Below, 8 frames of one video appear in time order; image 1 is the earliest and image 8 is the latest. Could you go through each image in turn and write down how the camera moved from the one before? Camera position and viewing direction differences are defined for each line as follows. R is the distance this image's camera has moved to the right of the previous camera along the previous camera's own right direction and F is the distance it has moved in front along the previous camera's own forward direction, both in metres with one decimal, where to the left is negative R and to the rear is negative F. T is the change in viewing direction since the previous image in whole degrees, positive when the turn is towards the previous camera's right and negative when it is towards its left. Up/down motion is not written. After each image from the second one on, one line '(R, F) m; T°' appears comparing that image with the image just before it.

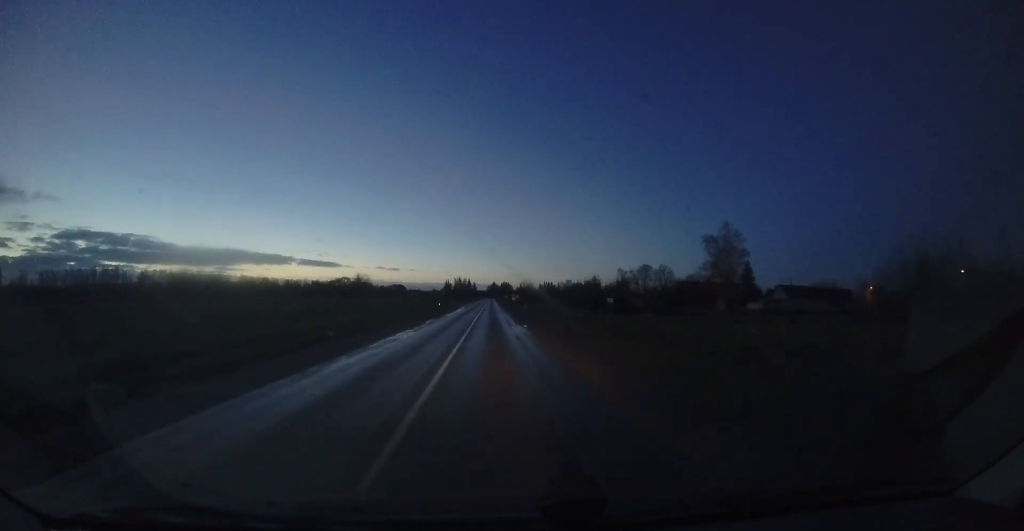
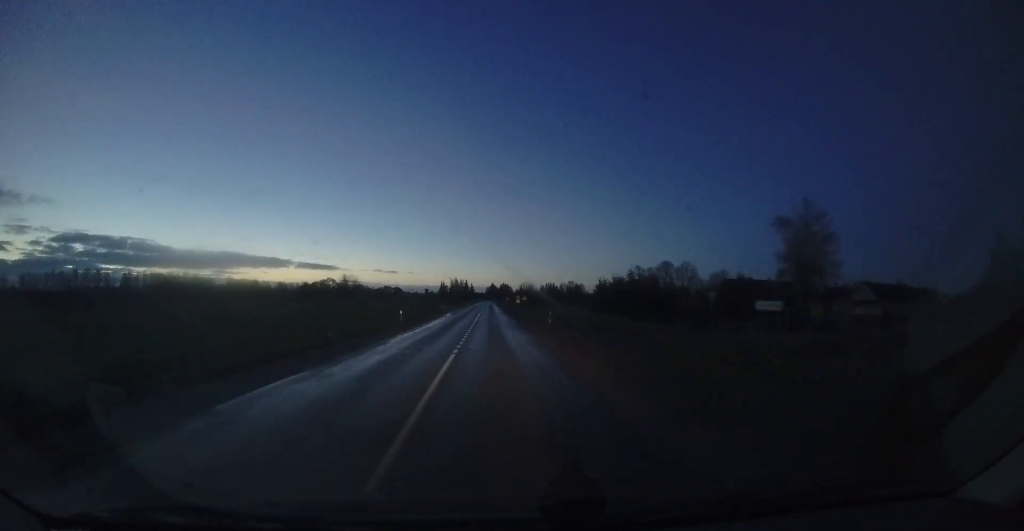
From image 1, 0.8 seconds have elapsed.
(-0.1, +17.2) m; 0°
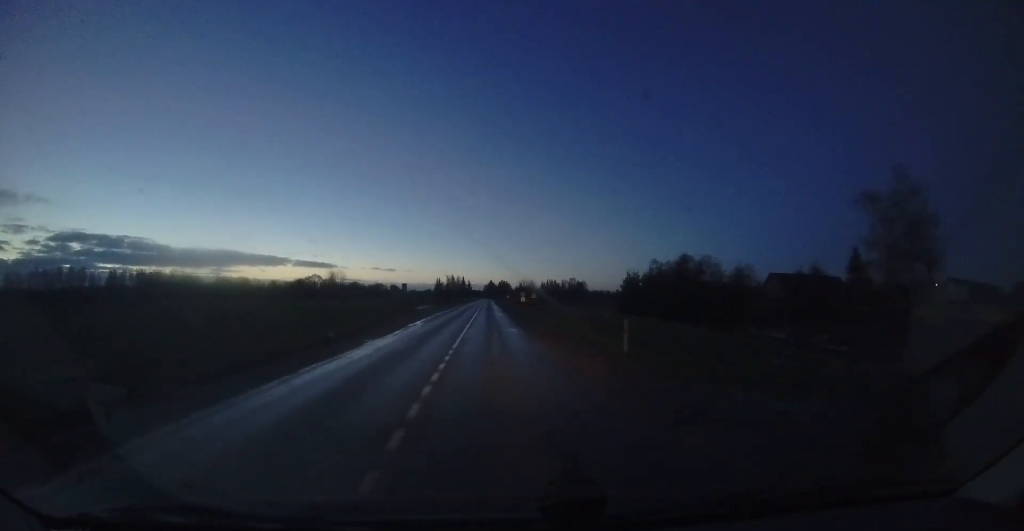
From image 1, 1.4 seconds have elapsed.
(-0.1, +13.5) m; 0°
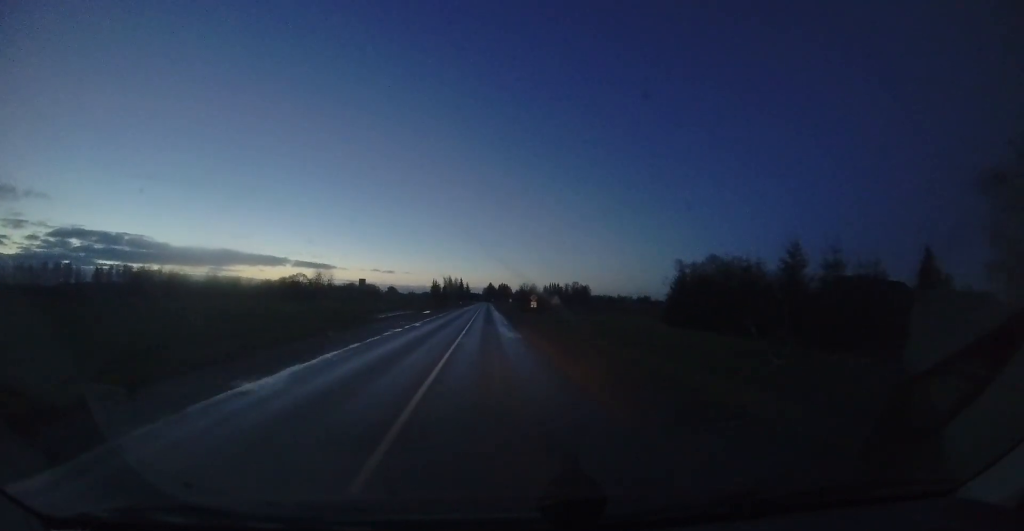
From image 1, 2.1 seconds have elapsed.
(+0.1, +14.2) m; +1°
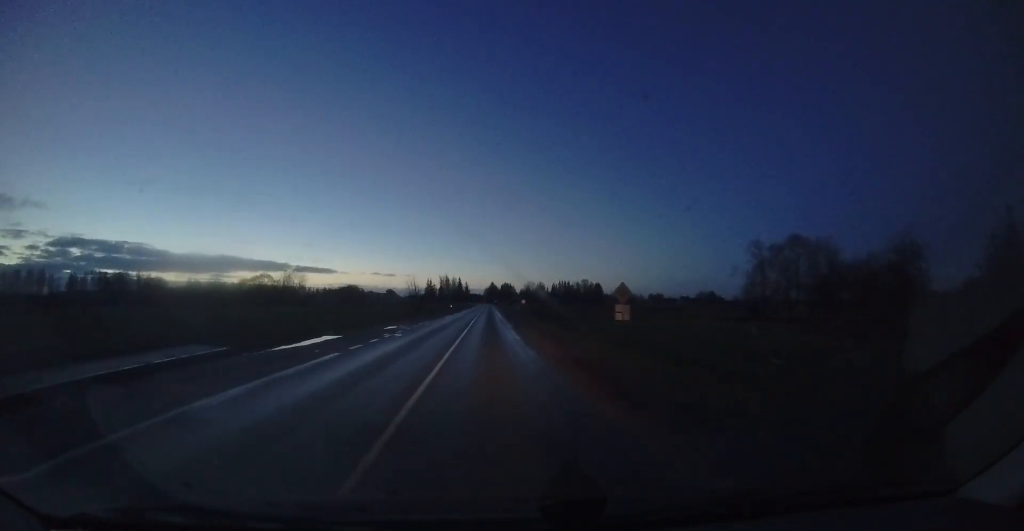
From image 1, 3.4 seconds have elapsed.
(+0.2, +28.0) m; 0°
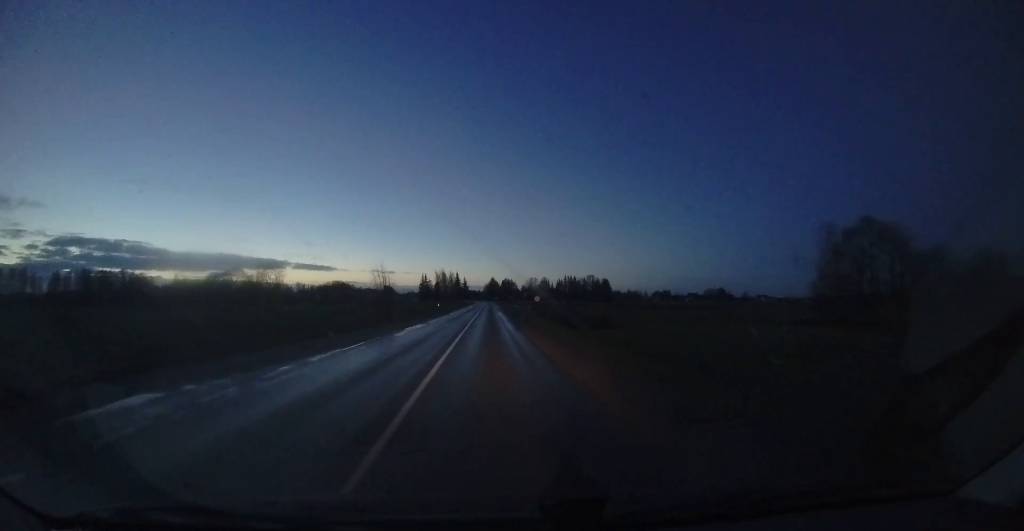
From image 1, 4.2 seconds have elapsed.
(-0.1, +16.6) m; 0°
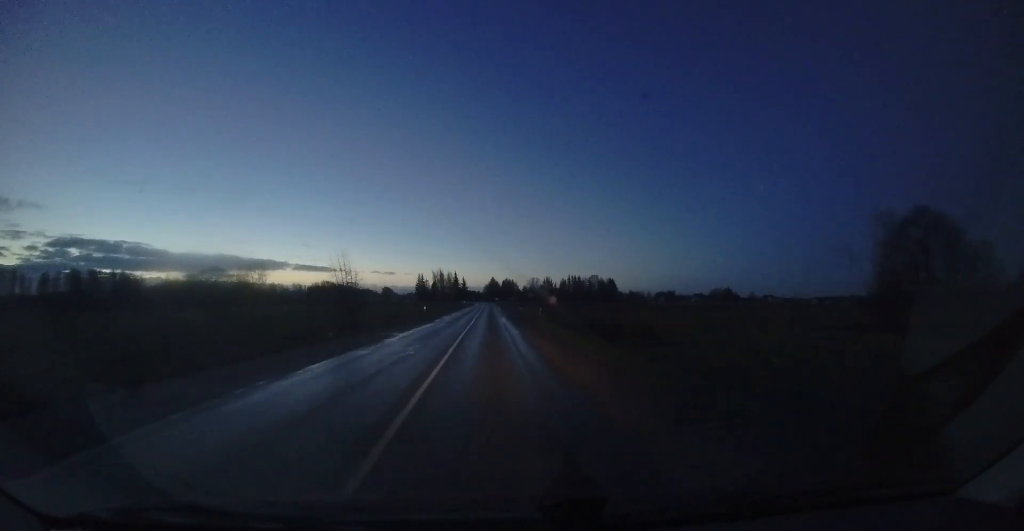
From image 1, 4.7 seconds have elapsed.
(0.0, +10.2) m; 0°
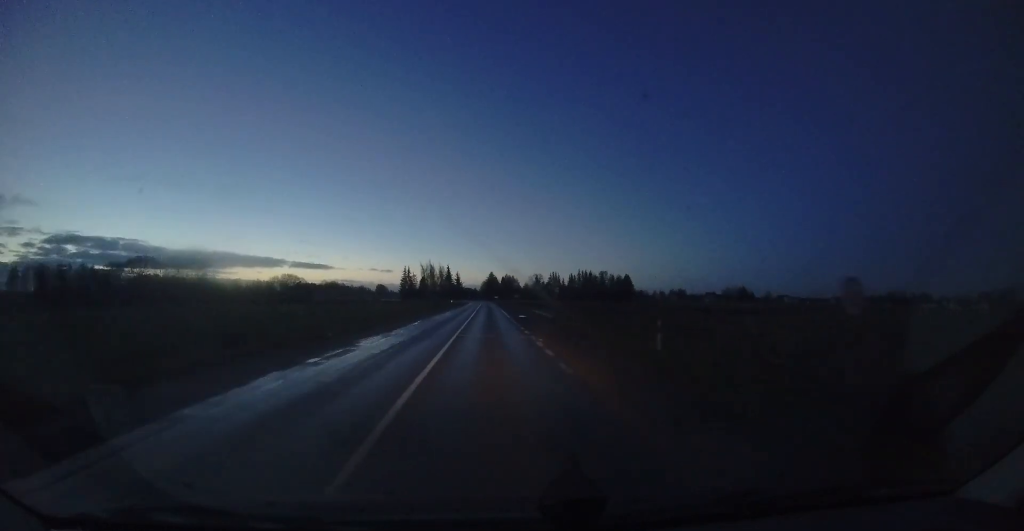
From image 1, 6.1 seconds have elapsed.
(+0.3, +26.6) m; 0°
